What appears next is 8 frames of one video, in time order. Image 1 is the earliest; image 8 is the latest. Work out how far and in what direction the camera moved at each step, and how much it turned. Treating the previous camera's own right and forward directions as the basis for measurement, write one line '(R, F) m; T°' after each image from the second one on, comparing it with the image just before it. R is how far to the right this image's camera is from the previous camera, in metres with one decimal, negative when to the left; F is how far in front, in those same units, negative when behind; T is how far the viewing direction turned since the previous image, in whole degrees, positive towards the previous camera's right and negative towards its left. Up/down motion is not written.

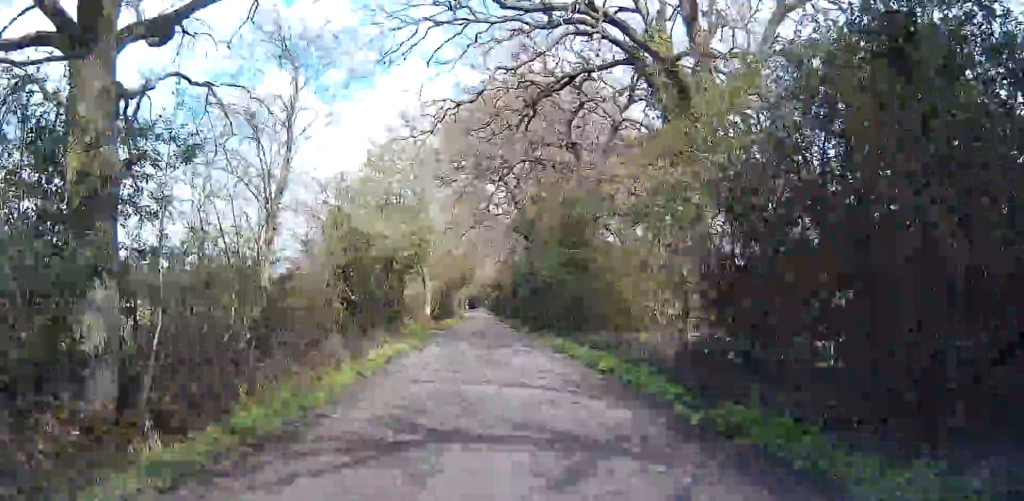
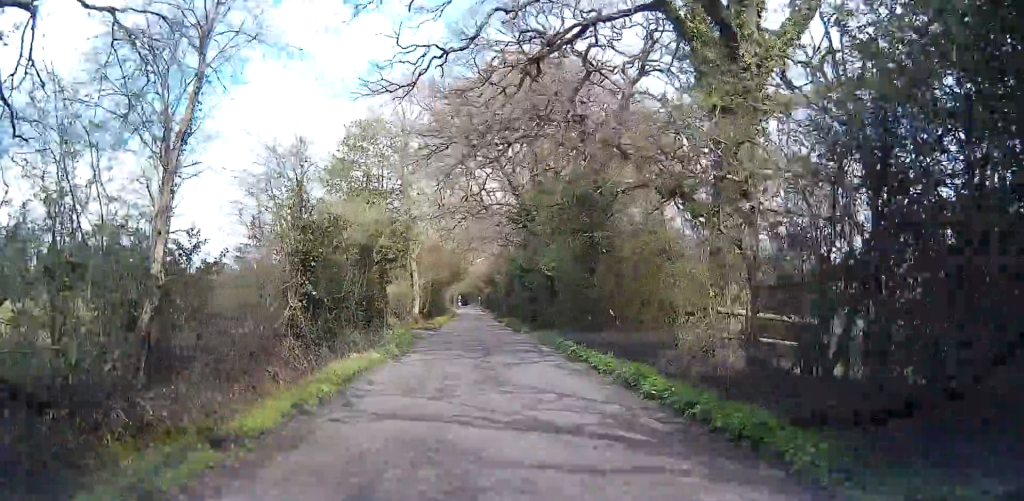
(+0.1, +3.5) m; +2°
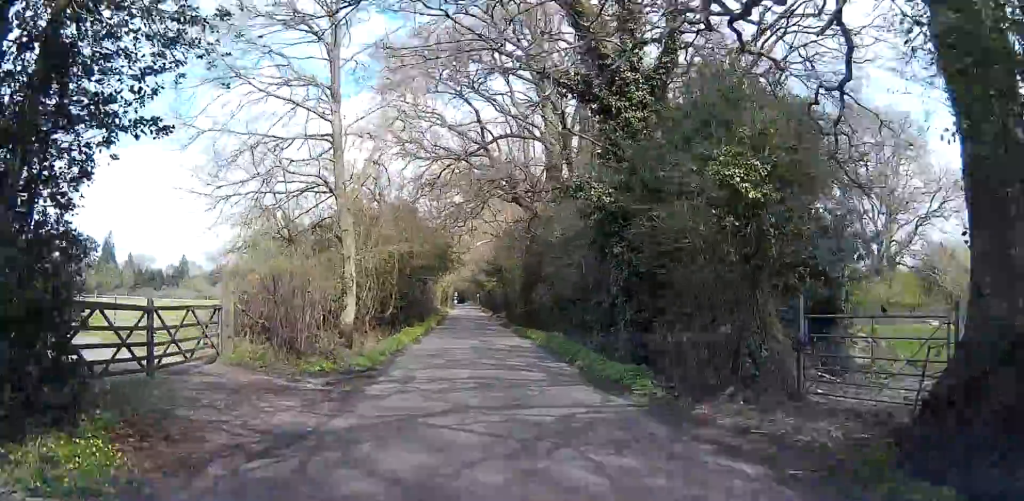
(-0.4, +24.1) m; -5°
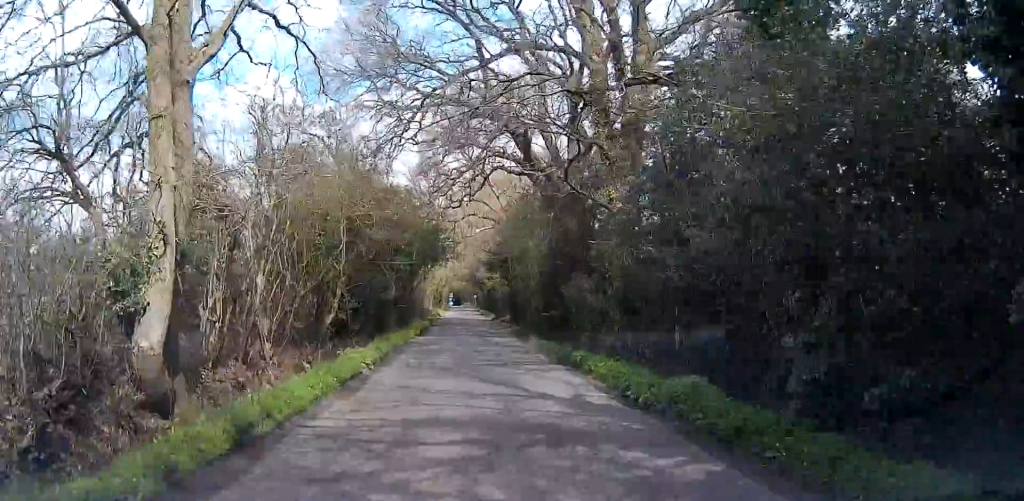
(-0.4, +12.8) m; -2°
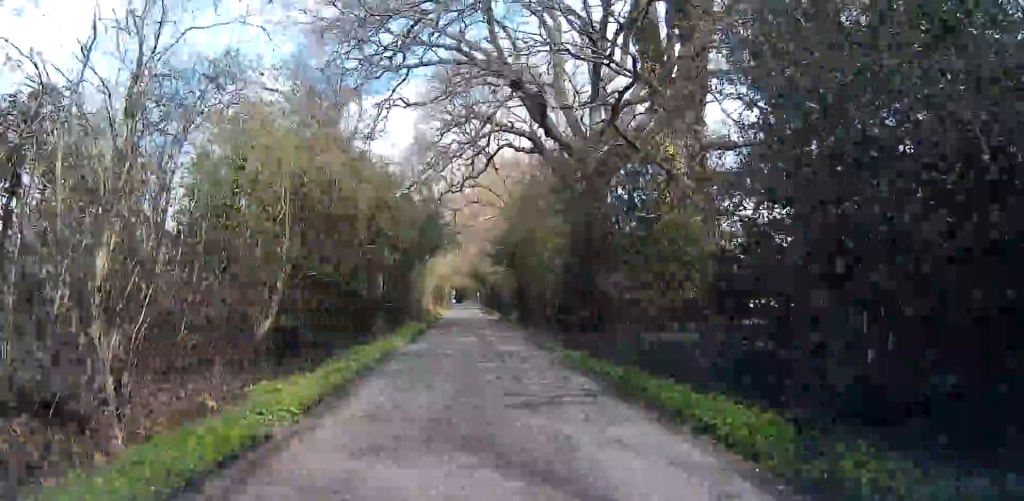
(0.0, +6.1) m; 0°
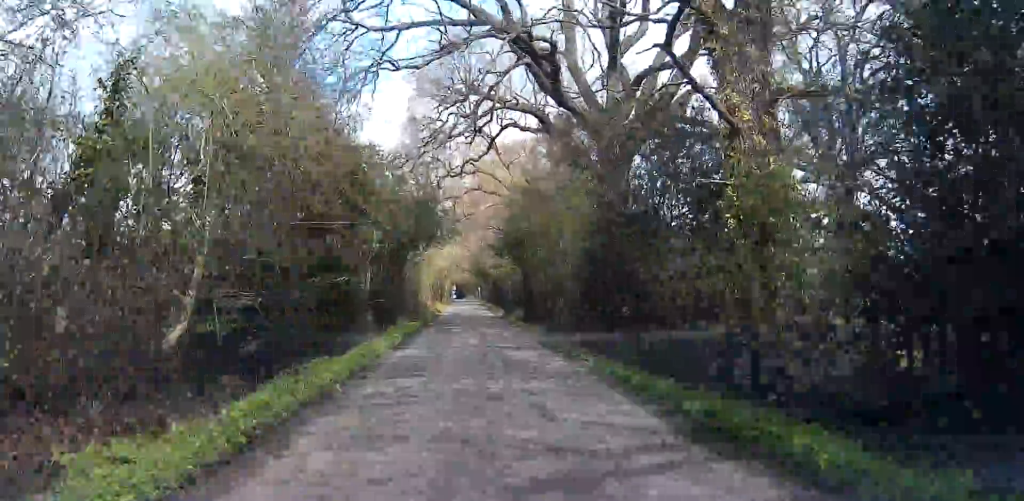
(0.0, +4.2) m; 0°
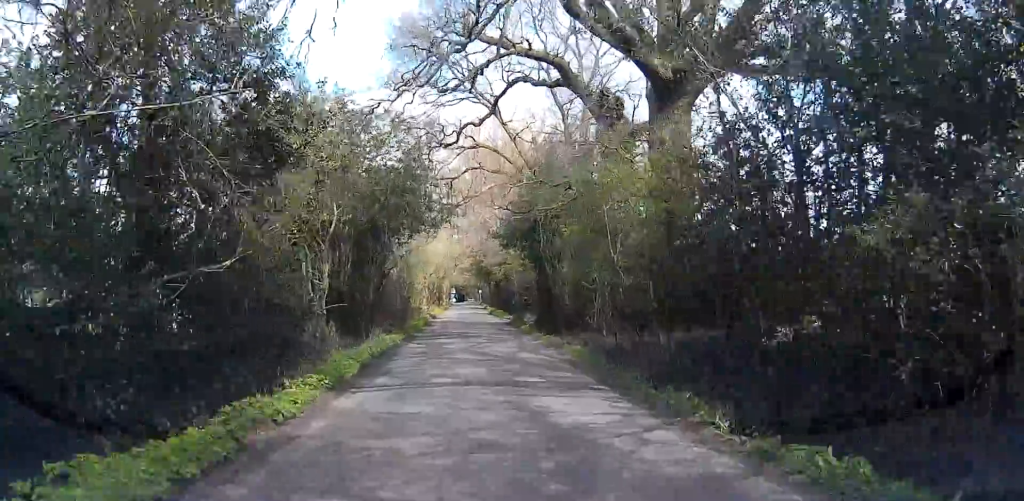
(0.0, +8.2) m; -1°
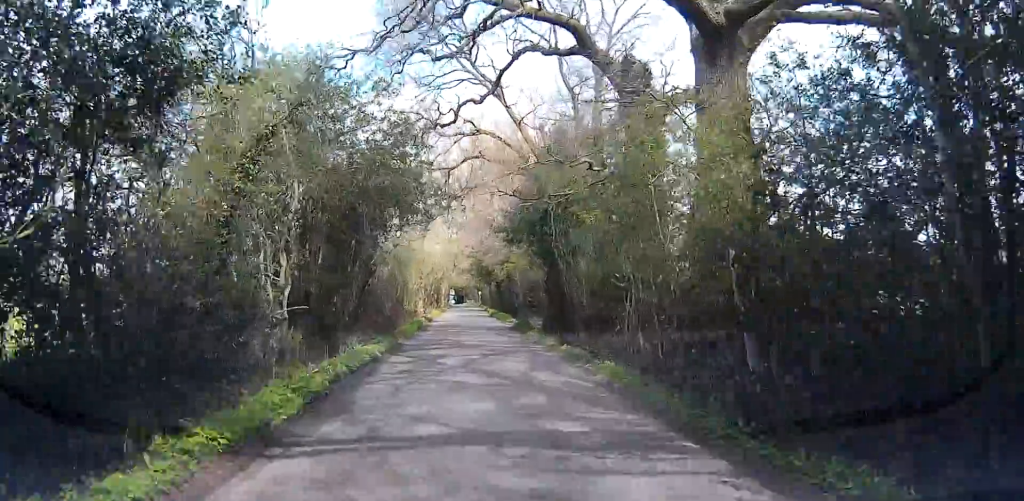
(0.0, +4.5) m; -1°
